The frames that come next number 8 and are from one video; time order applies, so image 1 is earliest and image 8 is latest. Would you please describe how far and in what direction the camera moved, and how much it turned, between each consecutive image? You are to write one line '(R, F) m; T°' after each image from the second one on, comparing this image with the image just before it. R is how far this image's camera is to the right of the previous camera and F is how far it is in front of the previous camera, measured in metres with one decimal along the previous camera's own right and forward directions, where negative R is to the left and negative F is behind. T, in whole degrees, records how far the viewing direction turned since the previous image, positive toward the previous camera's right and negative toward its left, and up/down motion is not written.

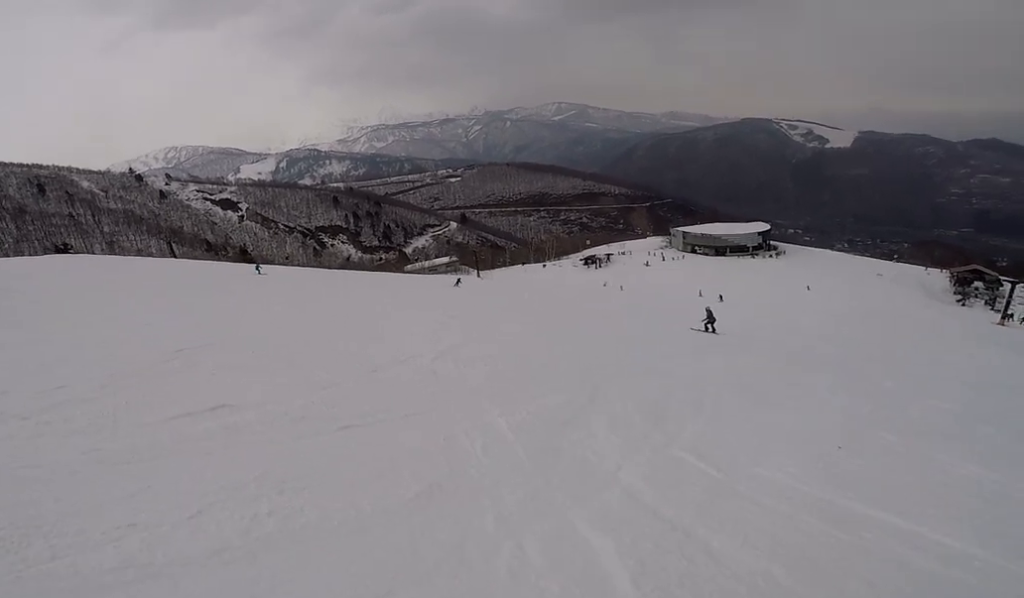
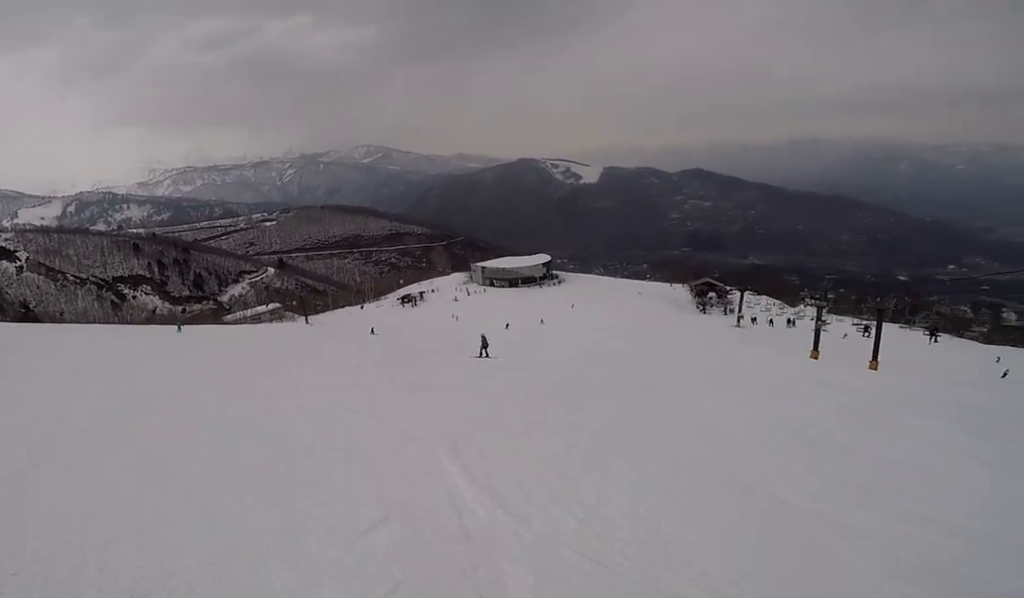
(-0.1, +5.8) m; +30°
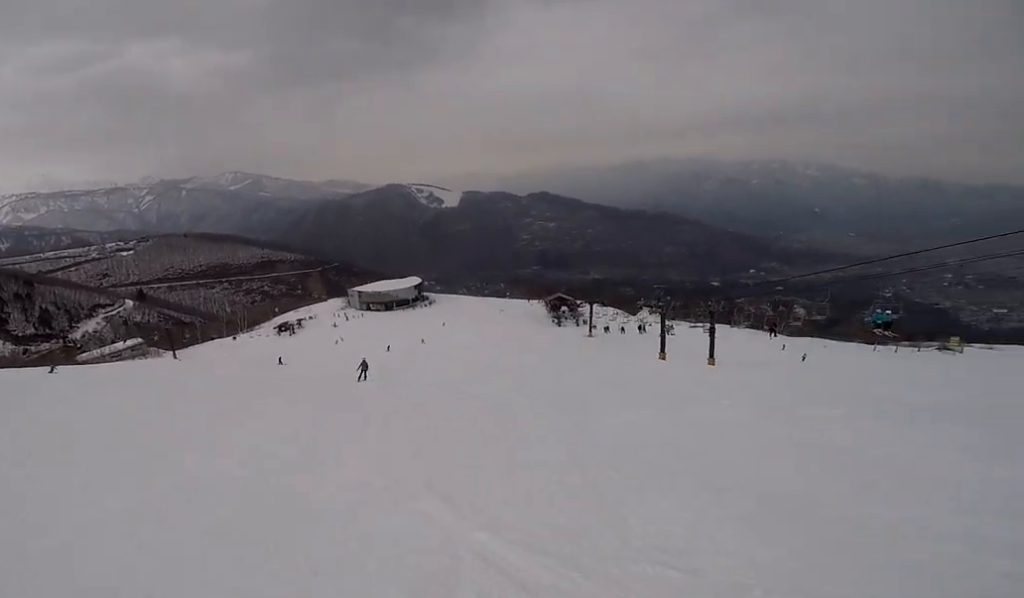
(+0.3, +1.7) m; +22°
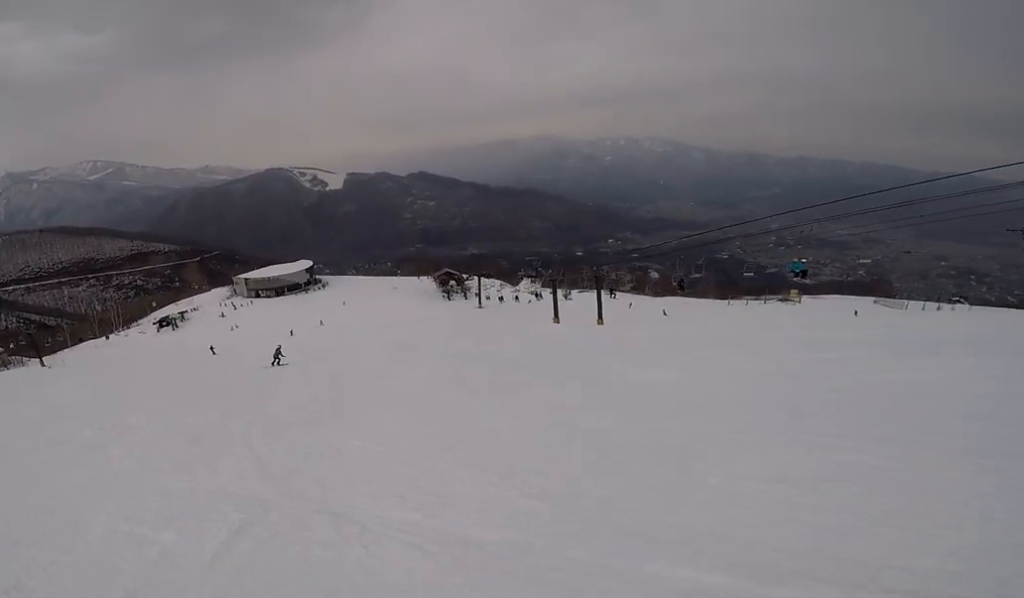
(+0.5, +2.7) m; +33°
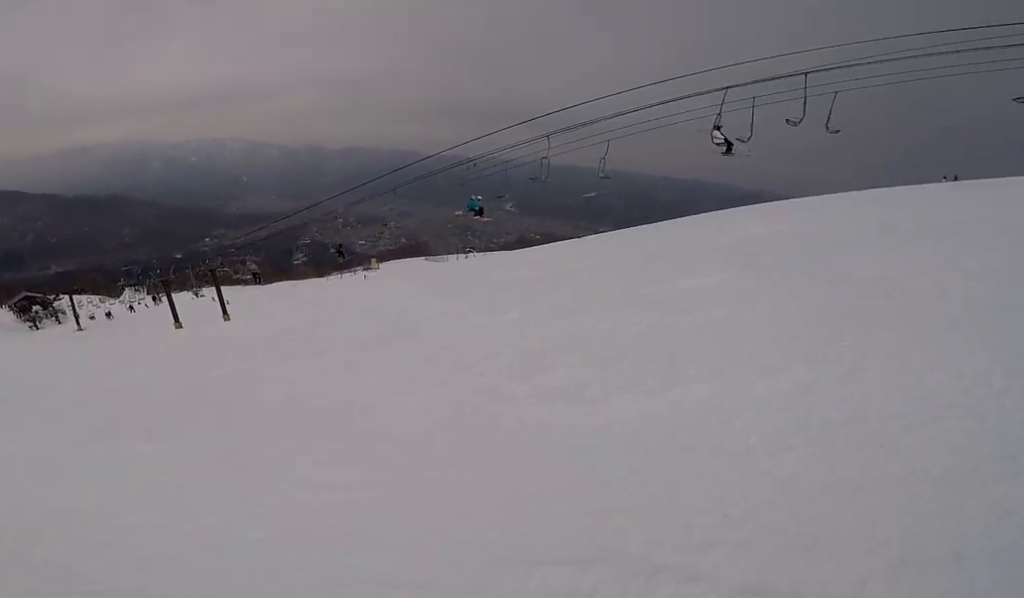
(+2.9, +6.4) m; +26°
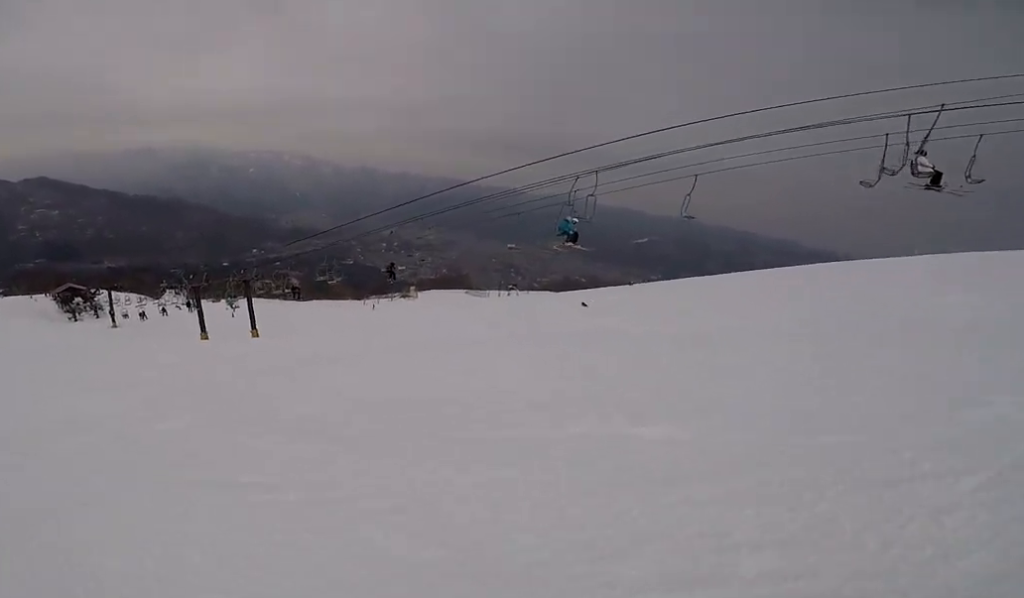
(0.0, +3.8) m; -17°
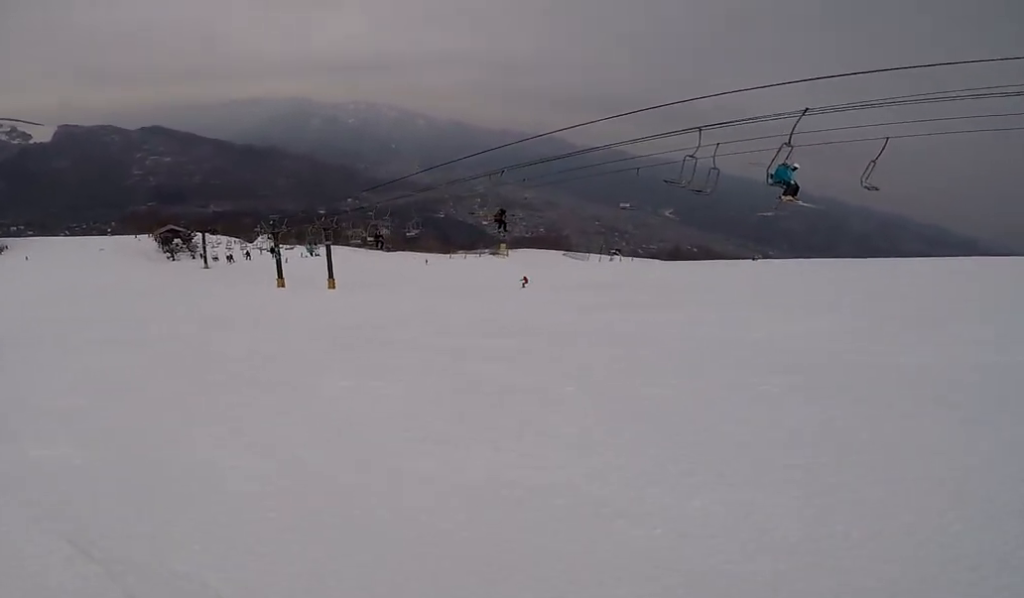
(-1.3, +3.9) m; -32°
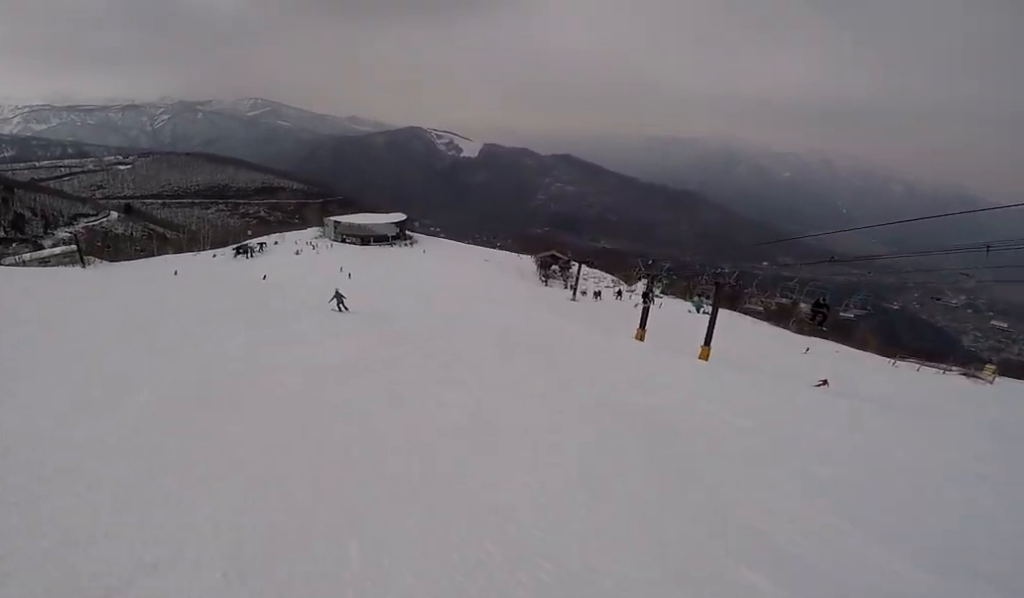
(-1.2, +4.8) m; -23°
